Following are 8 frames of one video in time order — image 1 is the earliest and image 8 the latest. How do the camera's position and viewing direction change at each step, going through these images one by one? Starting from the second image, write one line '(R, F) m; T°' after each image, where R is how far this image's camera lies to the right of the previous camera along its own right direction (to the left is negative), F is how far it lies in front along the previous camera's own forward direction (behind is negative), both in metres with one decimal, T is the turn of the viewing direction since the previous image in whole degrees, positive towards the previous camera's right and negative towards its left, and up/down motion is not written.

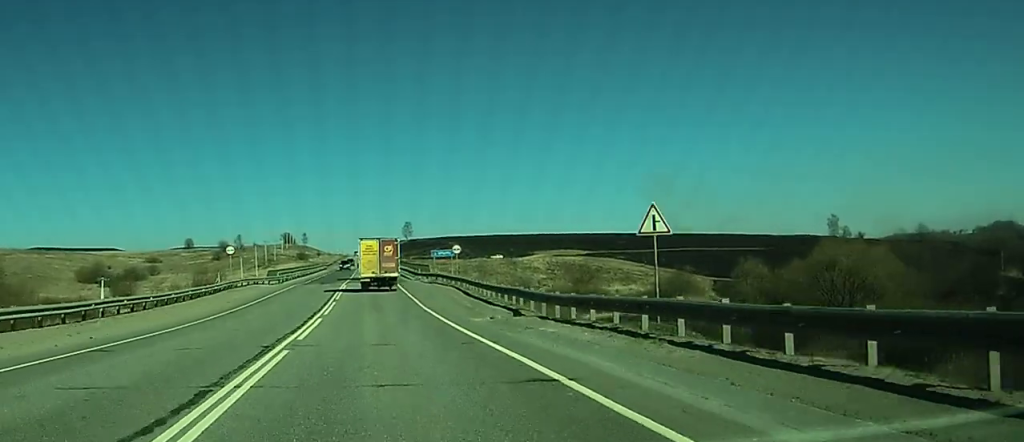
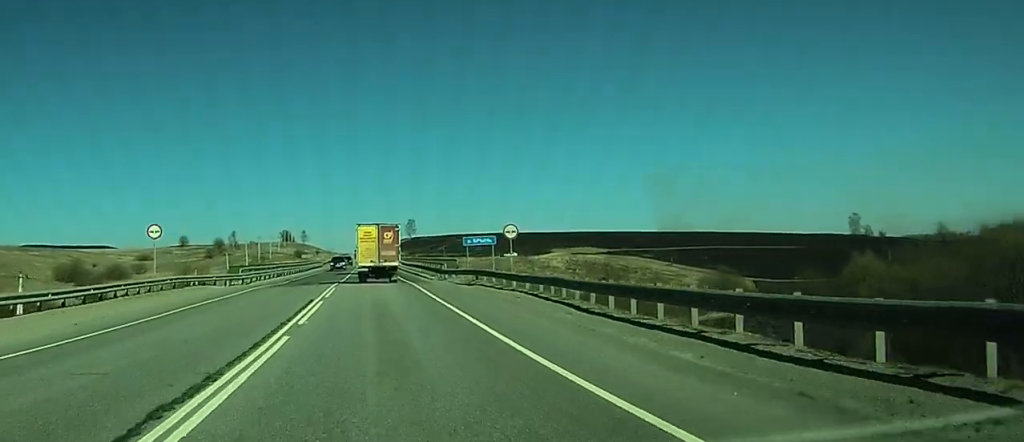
(-0.1, +24.8) m; 0°
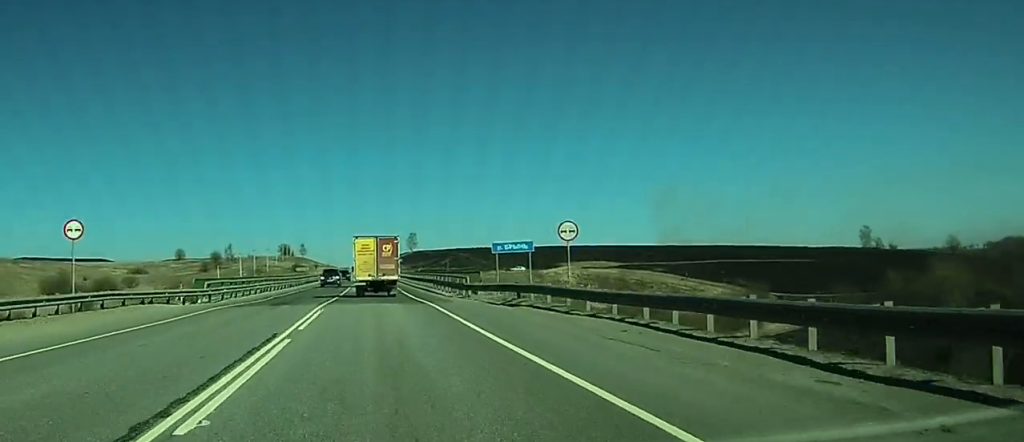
(0.0, +12.1) m; 0°
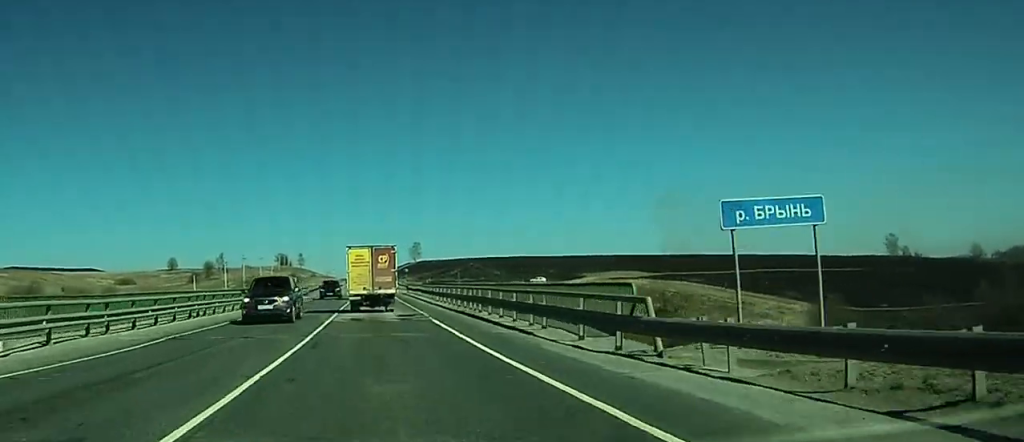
(0.0, +27.5) m; 0°
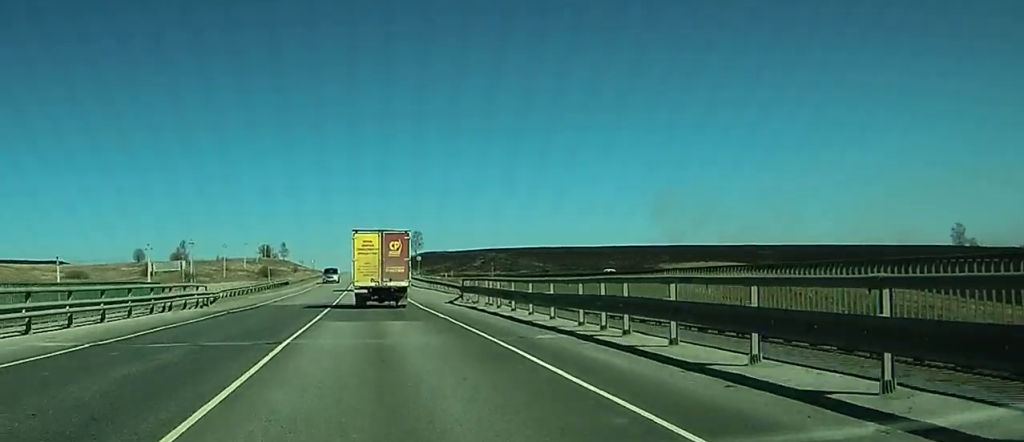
(-0.3, +70.4) m; +1°
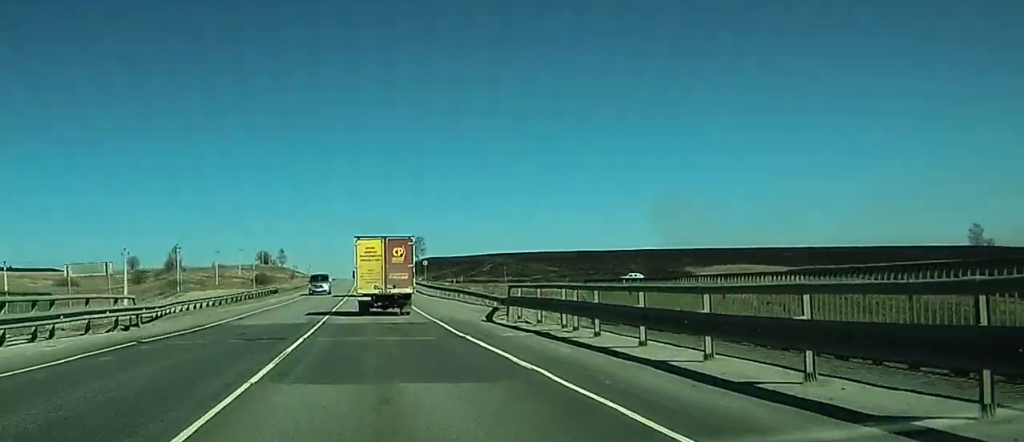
(+0.2, +14.2) m; +1°
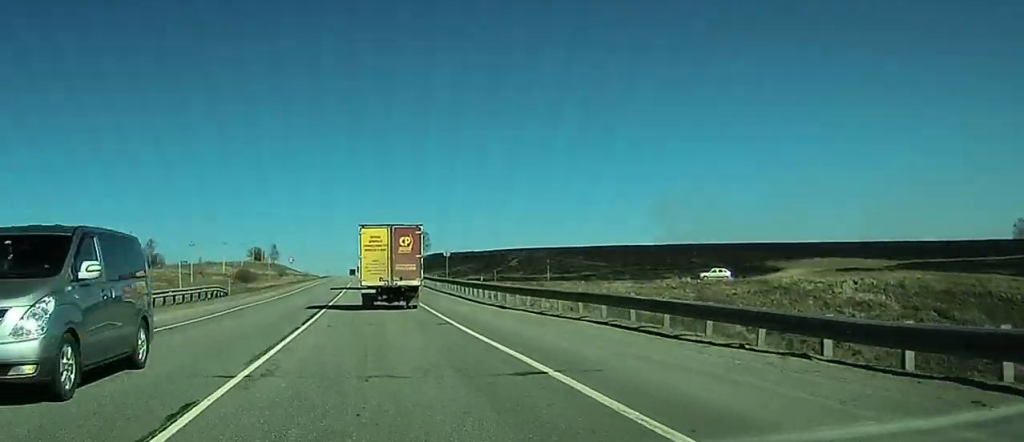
(0.0, +34.3) m; -1°
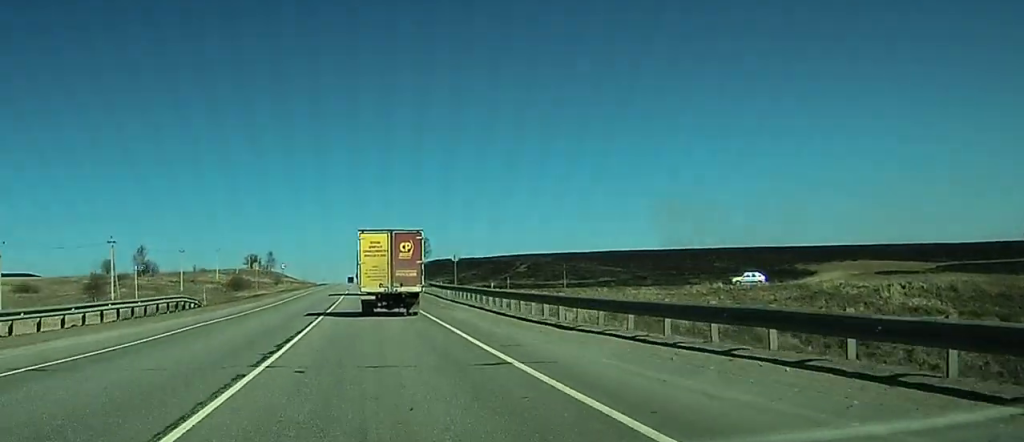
(-0.2, +9.6) m; 0°
